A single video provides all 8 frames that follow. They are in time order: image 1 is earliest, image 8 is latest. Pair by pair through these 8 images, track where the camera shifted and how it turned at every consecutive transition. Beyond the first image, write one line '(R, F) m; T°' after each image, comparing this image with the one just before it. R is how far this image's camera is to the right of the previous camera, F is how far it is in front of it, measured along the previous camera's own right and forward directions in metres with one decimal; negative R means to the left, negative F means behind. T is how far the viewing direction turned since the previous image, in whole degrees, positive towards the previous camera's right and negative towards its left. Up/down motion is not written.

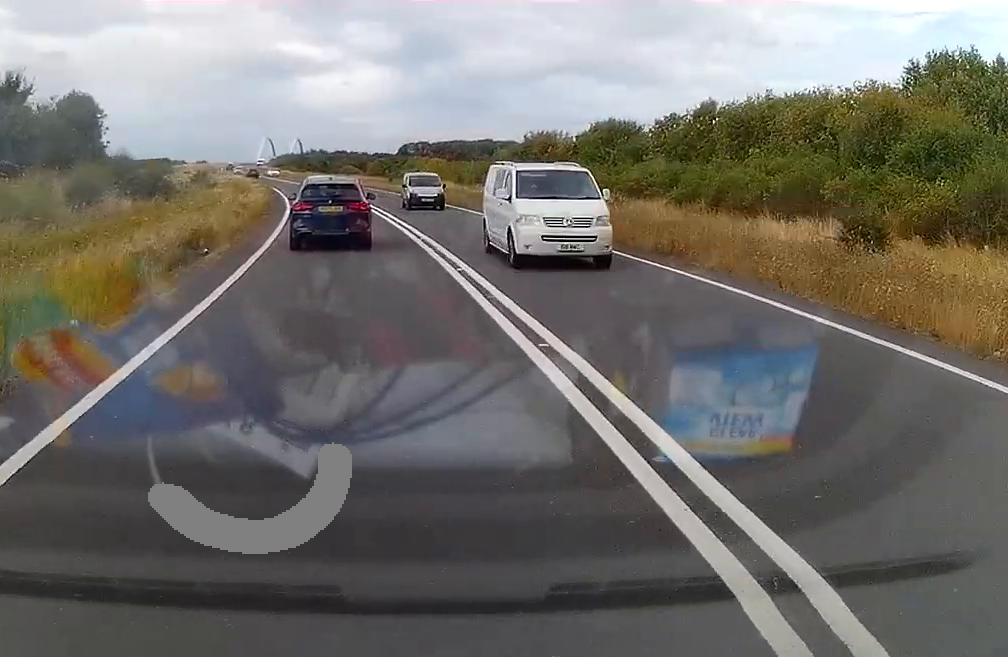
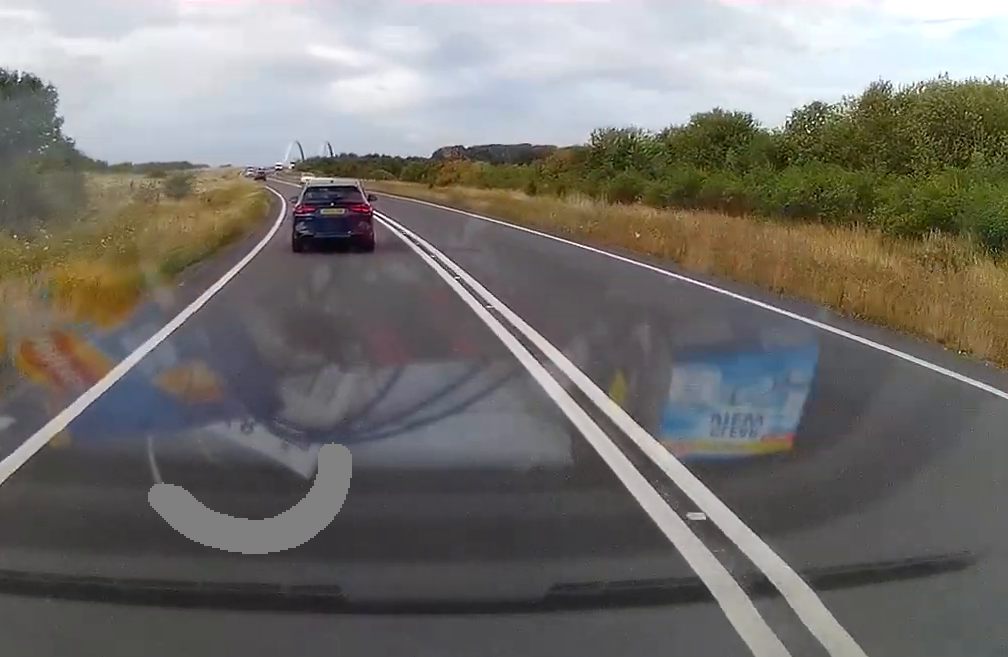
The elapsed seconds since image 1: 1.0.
(-0.5, +22.5) m; -2°
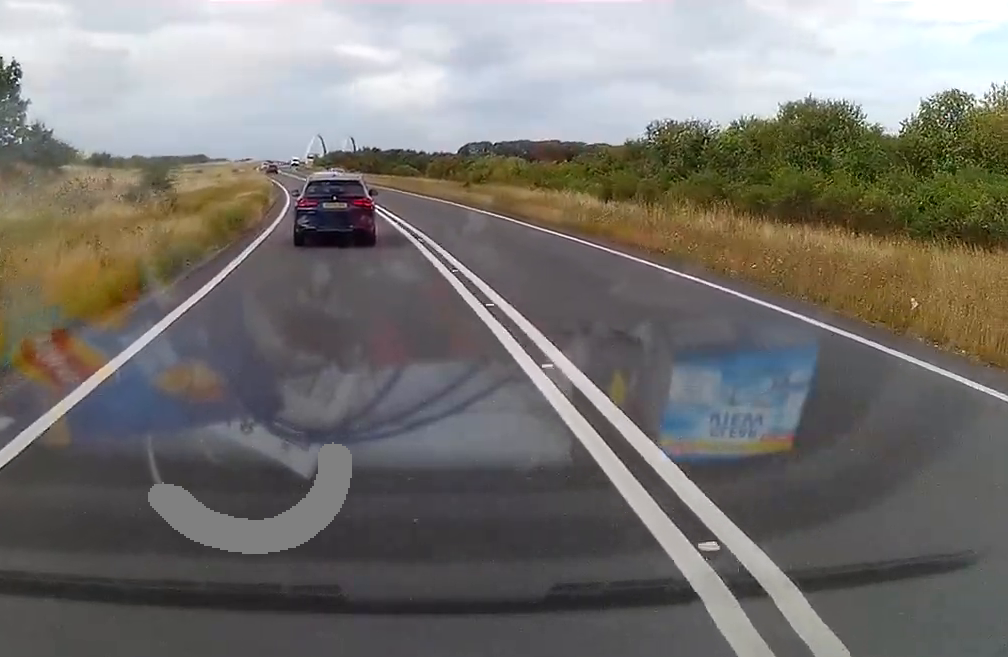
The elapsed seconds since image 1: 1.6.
(-0.2, +13.1) m; -1°
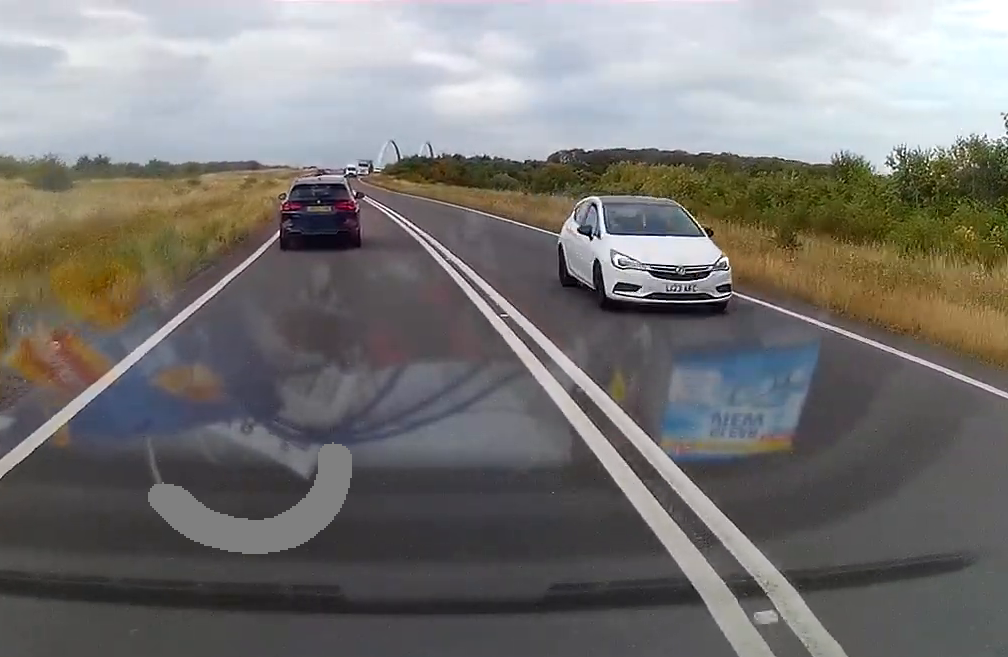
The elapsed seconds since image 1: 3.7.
(-1.0, +47.6) m; -4°
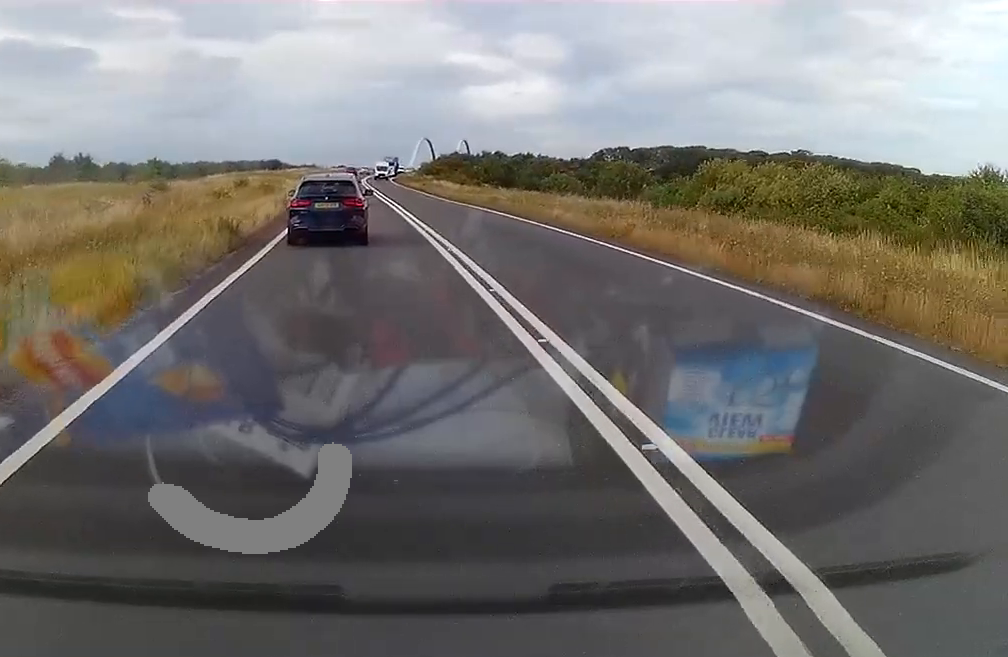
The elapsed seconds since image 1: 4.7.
(-0.6, +23.3) m; -2°
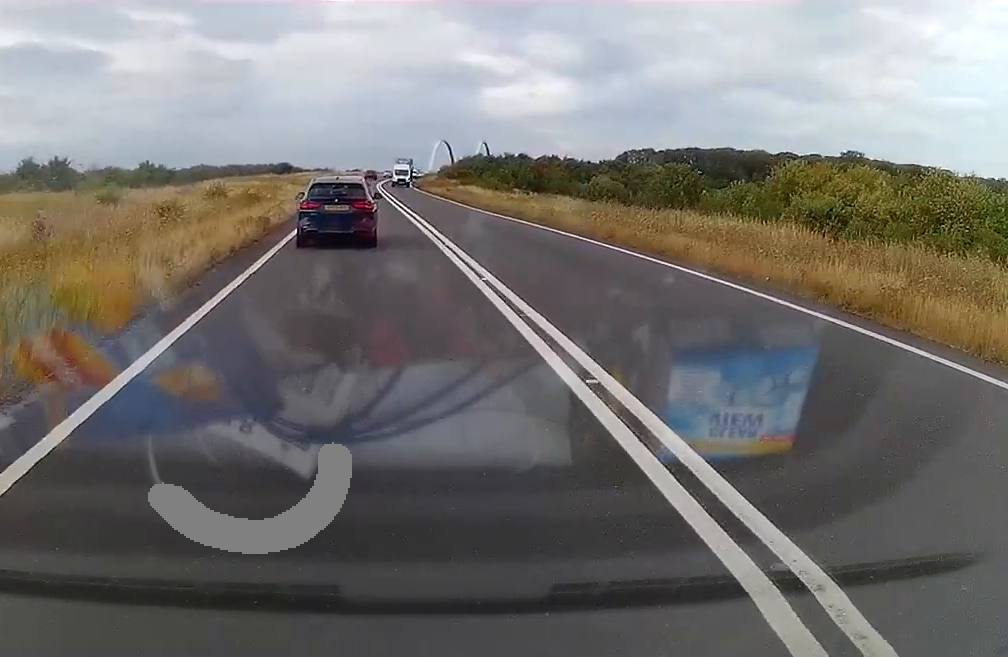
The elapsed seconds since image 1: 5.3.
(-0.1, +14.7) m; -1°
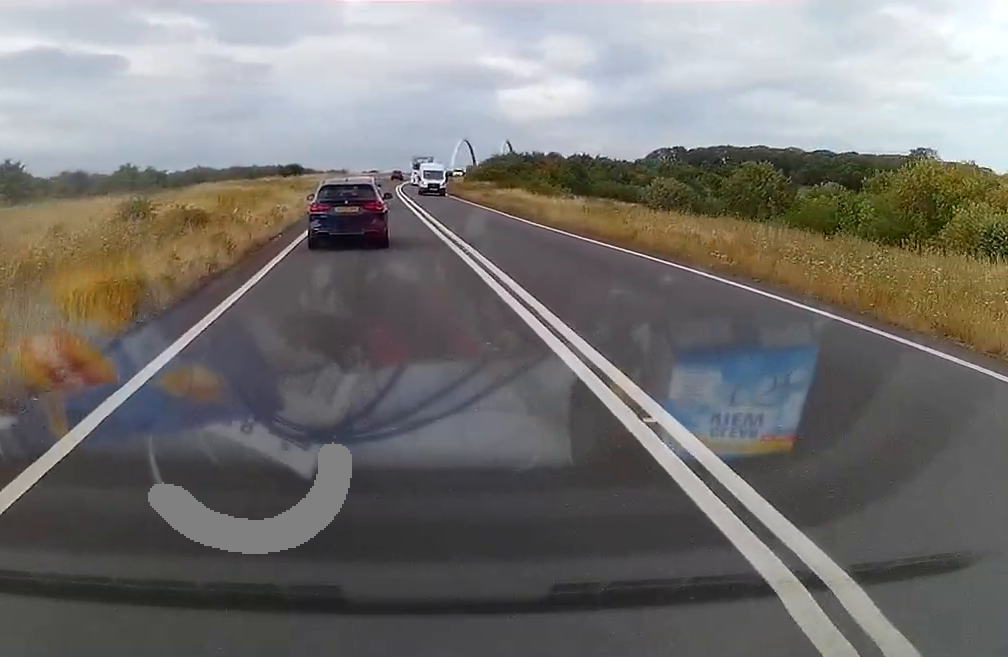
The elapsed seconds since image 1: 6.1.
(-0.1, +18.9) m; 0°
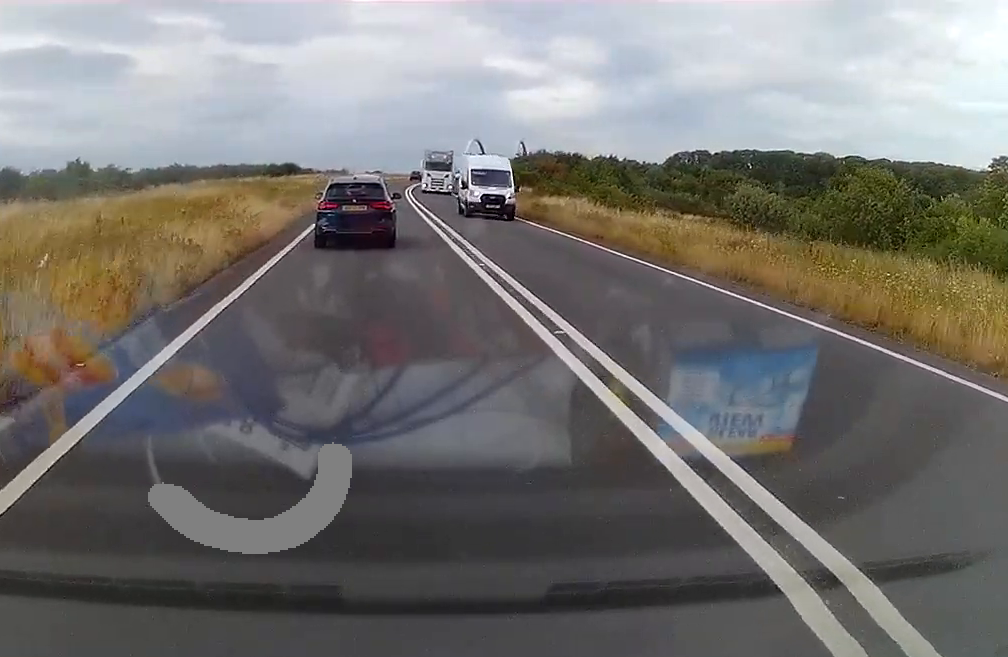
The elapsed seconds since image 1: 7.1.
(0.0, +21.4) m; -1°
